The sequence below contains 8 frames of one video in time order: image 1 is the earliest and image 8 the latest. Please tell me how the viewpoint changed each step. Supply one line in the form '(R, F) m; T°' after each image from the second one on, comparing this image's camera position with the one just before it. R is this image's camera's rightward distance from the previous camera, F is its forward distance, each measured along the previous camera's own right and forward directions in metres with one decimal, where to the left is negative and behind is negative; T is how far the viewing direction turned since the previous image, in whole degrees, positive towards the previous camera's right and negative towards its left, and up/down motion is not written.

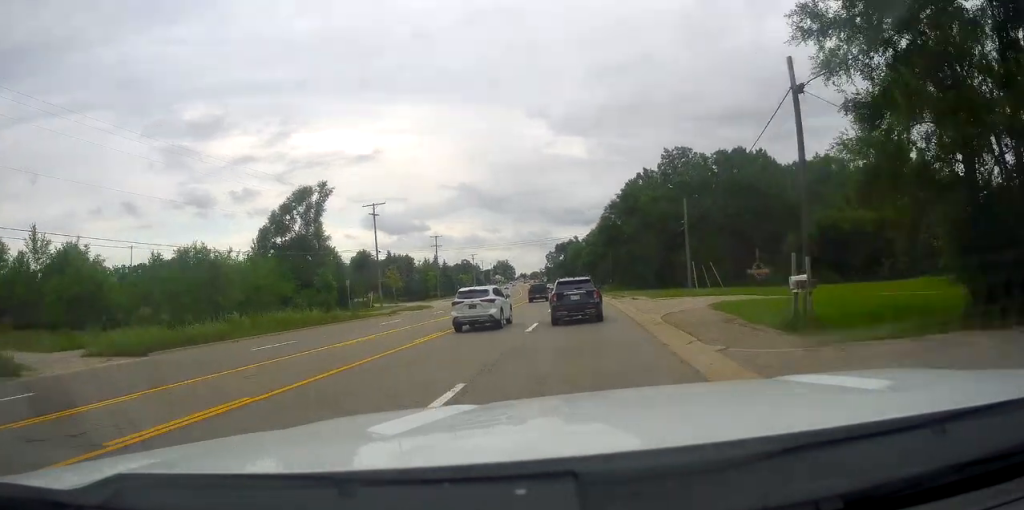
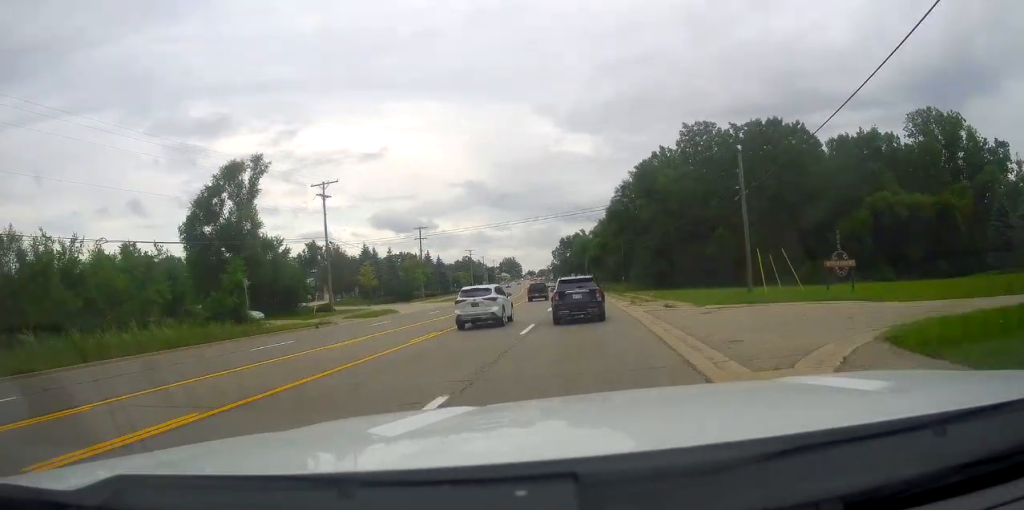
(+0.1, +16.3) m; -1°
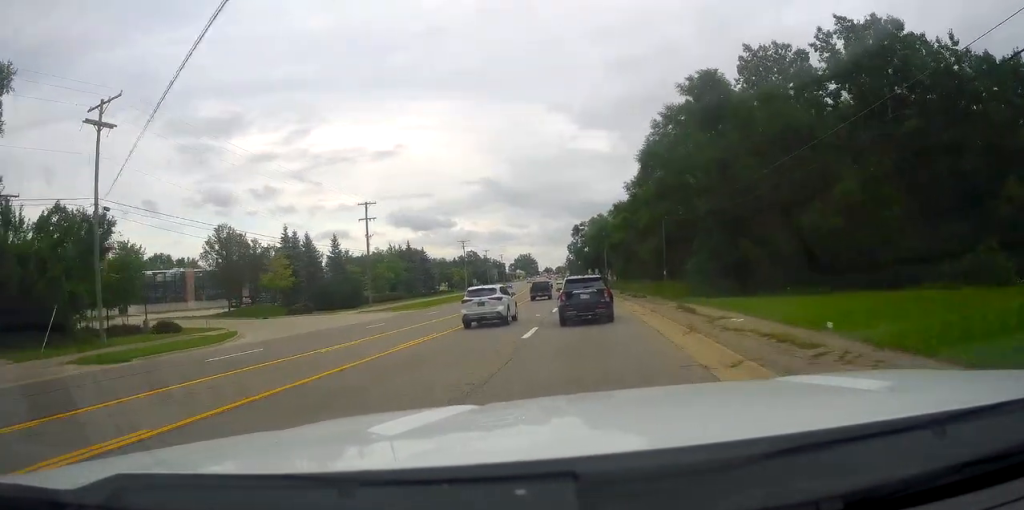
(-0.8, +32.5) m; -2°
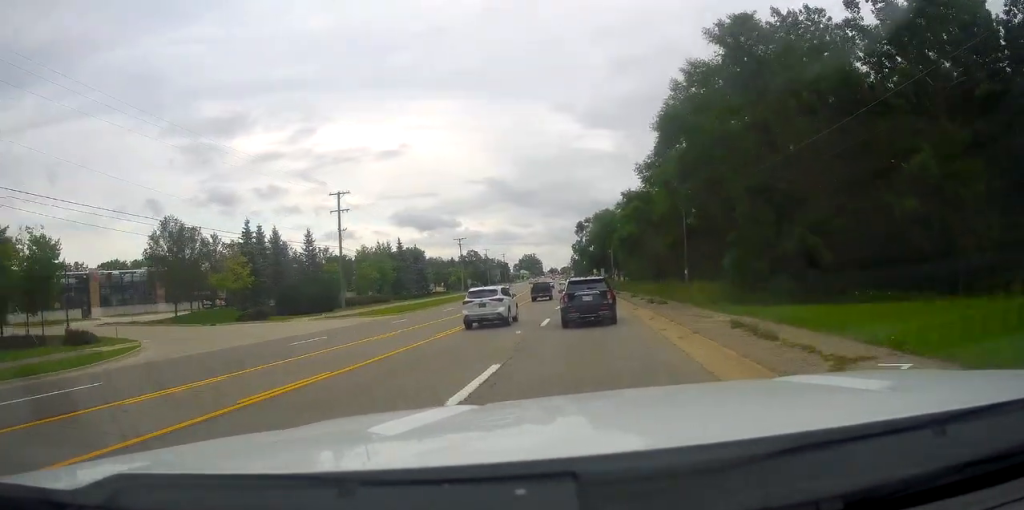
(0.0, +9.7) m; -1°
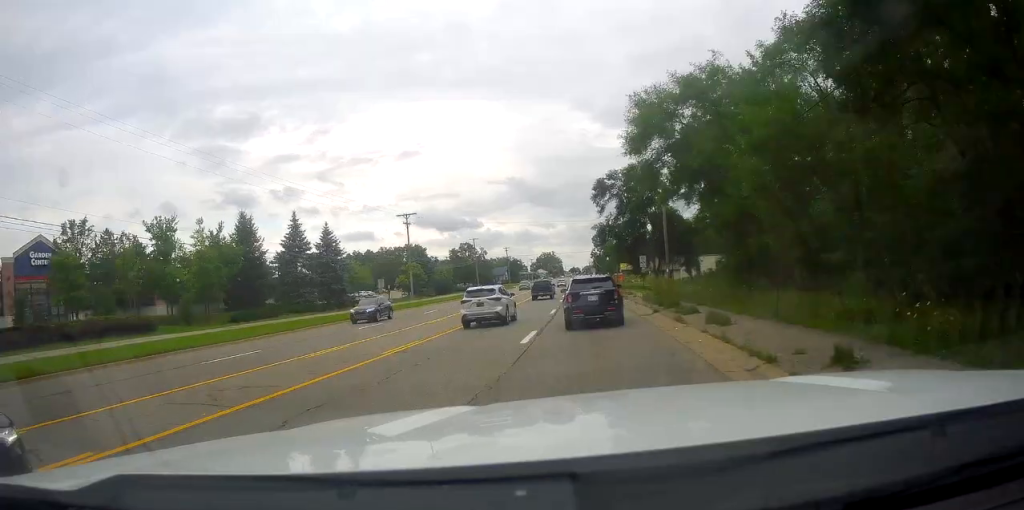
(-1.2, +52.1) m; -3°
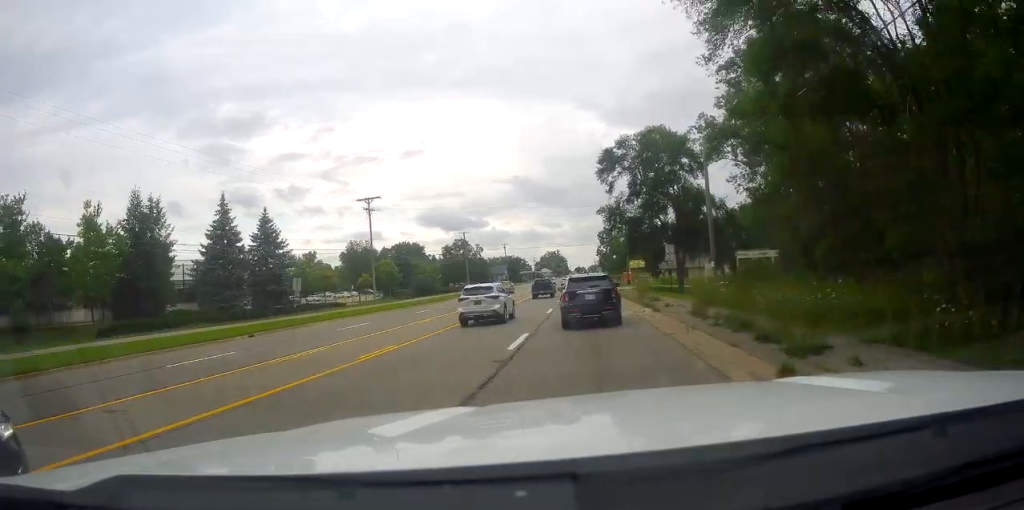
(-0.3, +16.8) m; 0°
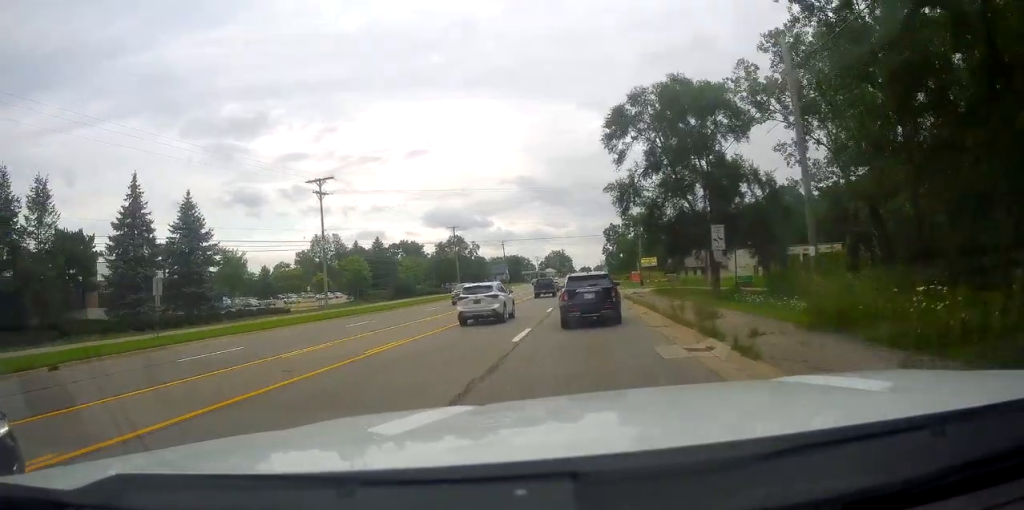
(-0.3, +14.3) m; 0°
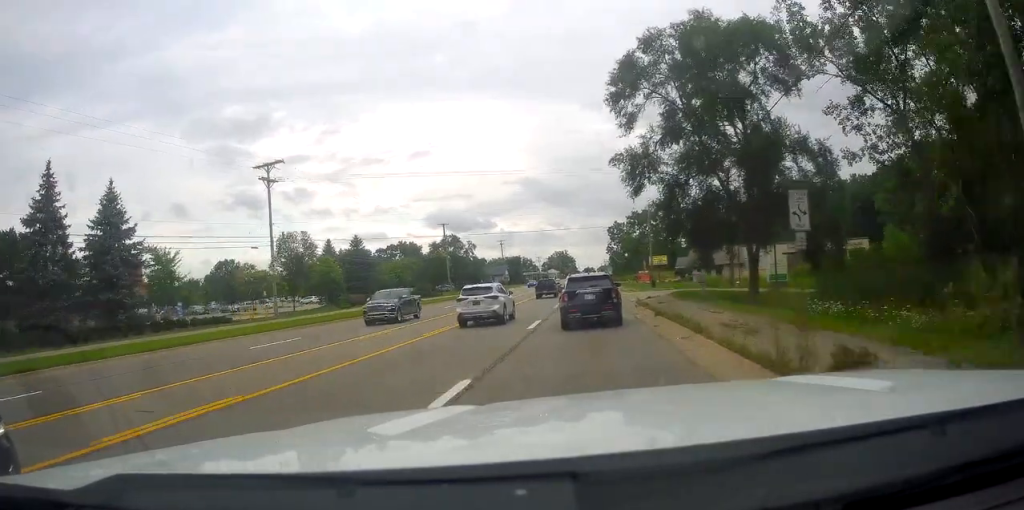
(+0.3, +10.2) m; 0°
